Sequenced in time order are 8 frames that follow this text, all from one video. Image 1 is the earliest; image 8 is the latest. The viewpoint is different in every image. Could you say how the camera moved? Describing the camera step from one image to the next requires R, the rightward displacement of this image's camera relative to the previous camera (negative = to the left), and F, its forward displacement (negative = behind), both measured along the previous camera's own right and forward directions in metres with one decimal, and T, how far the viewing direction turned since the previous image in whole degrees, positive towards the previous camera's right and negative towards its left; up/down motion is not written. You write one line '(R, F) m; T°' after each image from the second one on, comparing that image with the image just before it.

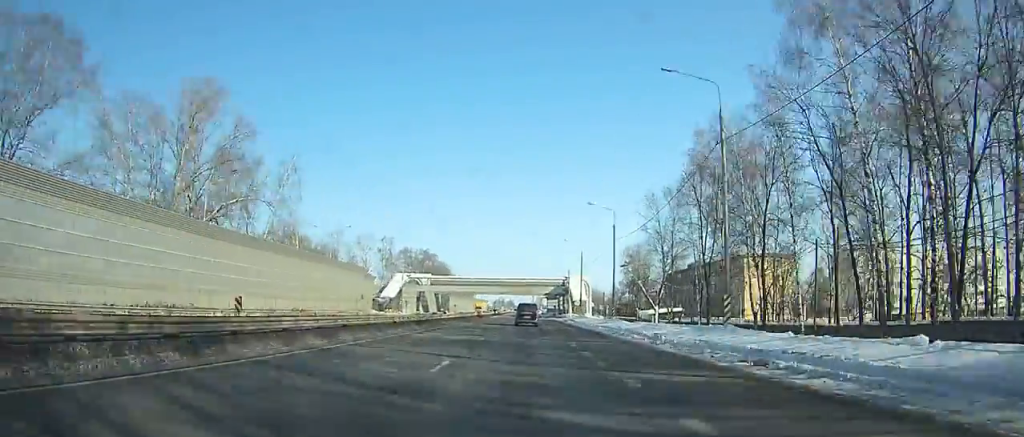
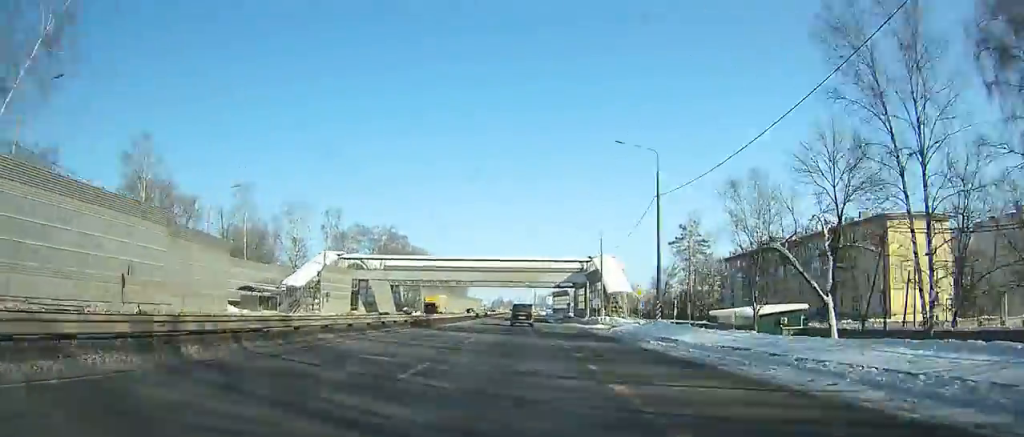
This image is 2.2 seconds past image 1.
(+0.3, +48.0) m; 0°
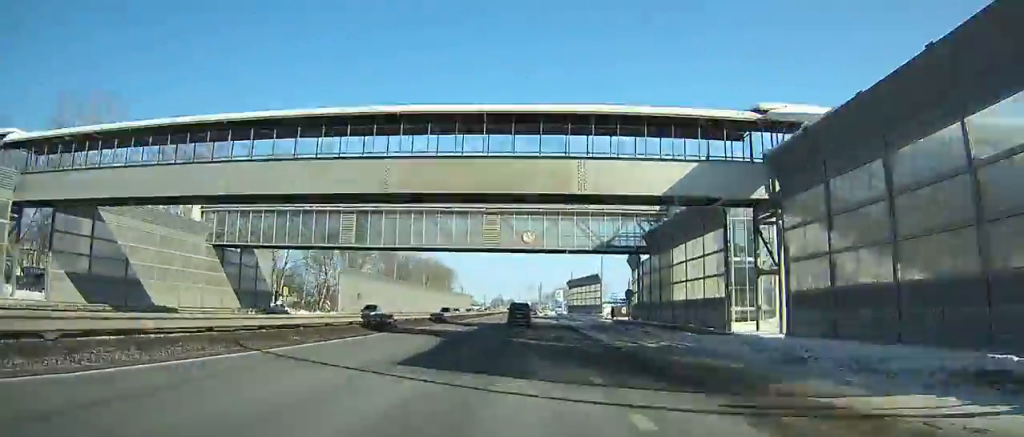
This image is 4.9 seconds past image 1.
(0.0, +58.8) m; 0°
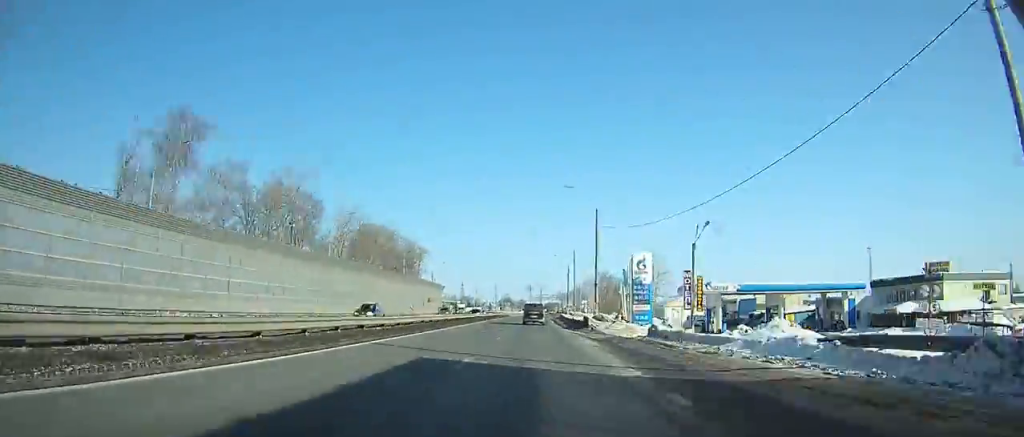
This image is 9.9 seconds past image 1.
(-1.1, +107.6) m; -1°
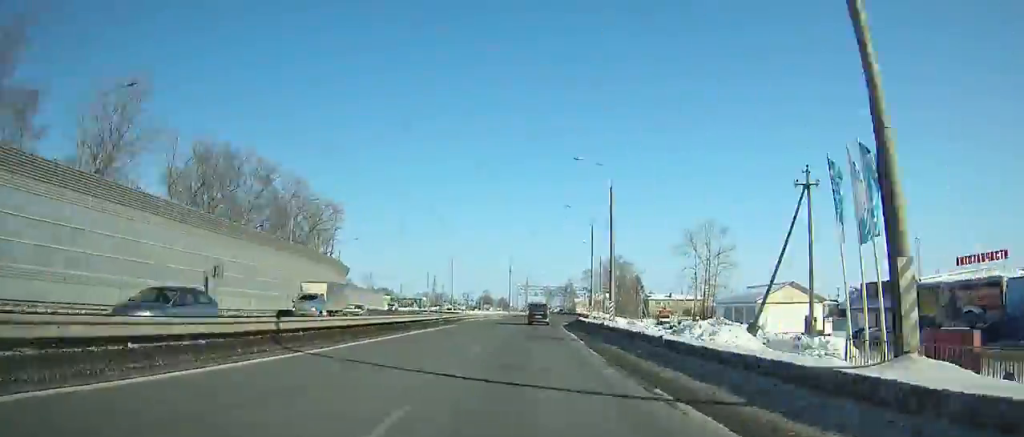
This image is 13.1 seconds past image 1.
(+0.4, +67.5) m; +2°
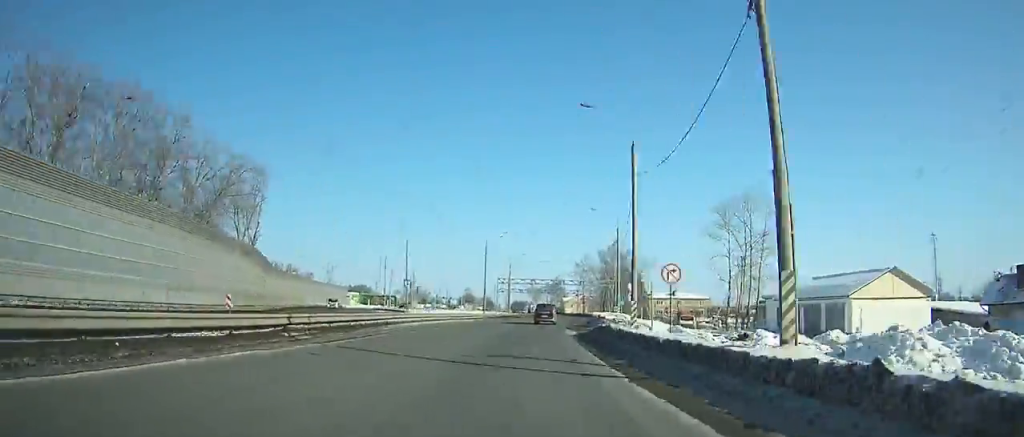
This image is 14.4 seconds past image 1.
(+0.3, +27.0) m; +2°
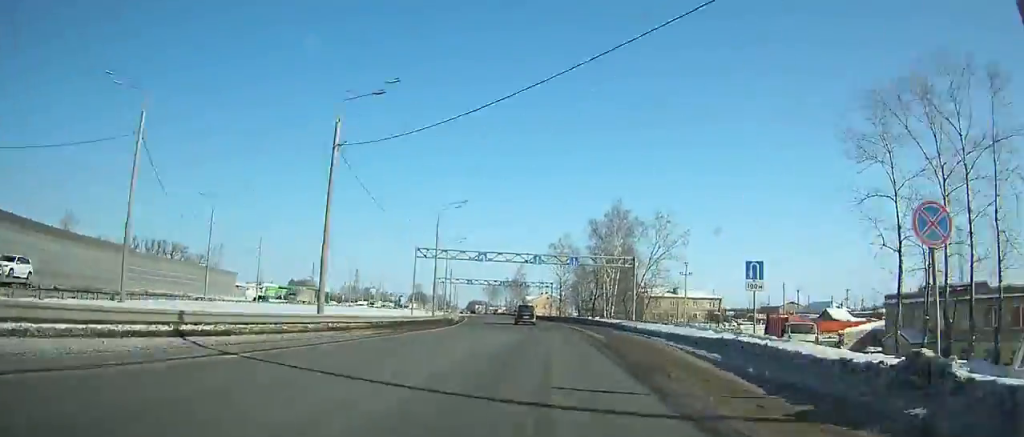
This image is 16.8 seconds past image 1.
(+1.3, +49.3) m; +2°
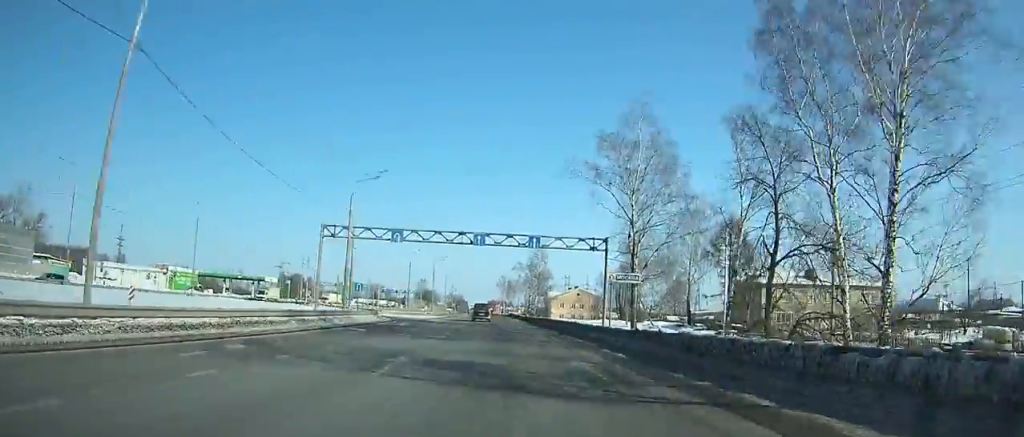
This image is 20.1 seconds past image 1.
(+0.4, +66.6) m; -2°
